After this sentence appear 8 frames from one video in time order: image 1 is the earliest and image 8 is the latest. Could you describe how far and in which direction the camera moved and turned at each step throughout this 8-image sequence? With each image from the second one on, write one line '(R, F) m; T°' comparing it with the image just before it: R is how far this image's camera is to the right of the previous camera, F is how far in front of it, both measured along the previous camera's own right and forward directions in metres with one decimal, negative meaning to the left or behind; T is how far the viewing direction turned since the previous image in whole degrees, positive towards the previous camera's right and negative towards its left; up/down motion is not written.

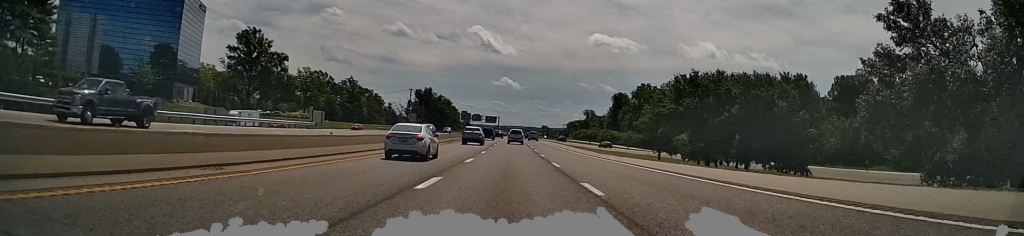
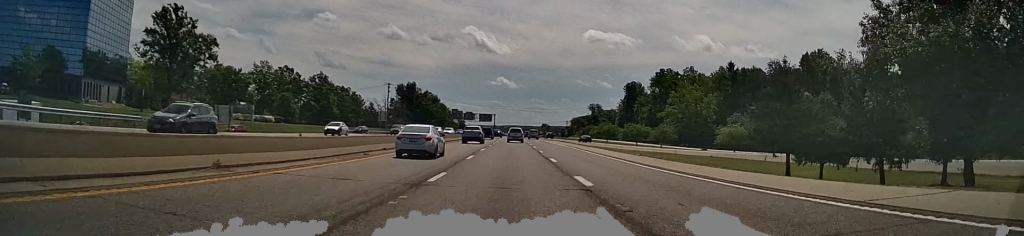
(-0.6, +34.5) m; -2°
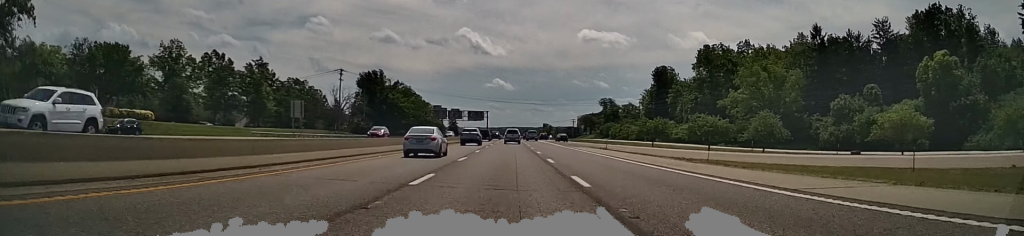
(-0.5, +49.5) m; 0°
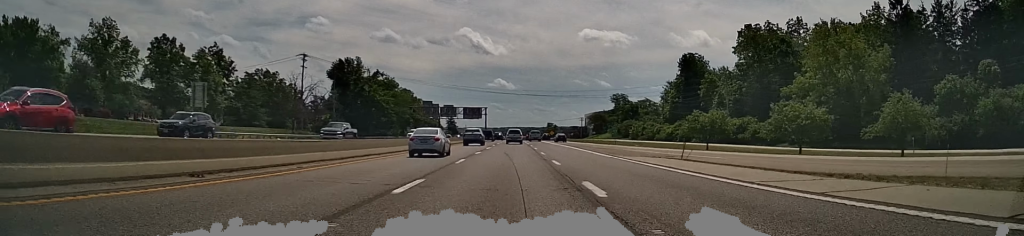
(+0.4, +26.8) m; +1°
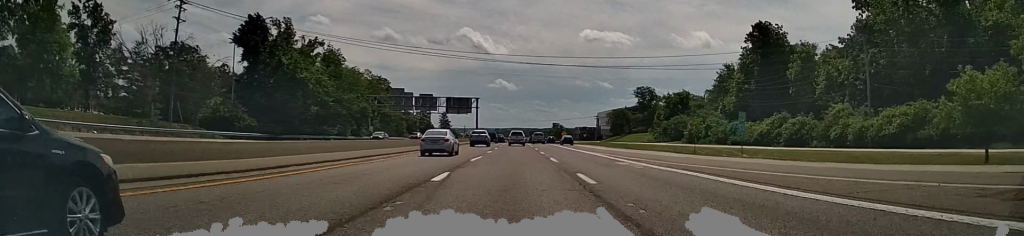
(-0.3, +46.3) m; 0°
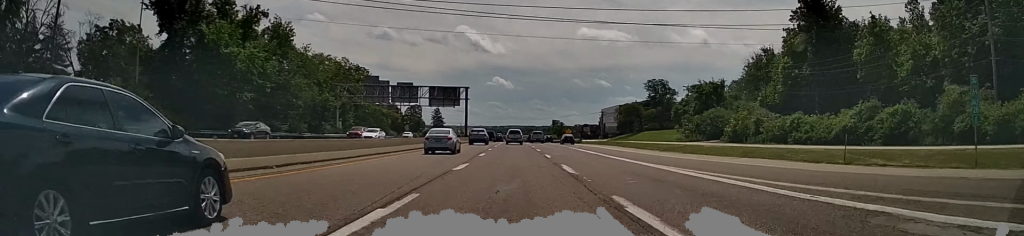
(0.0, +21.5) m; 0°
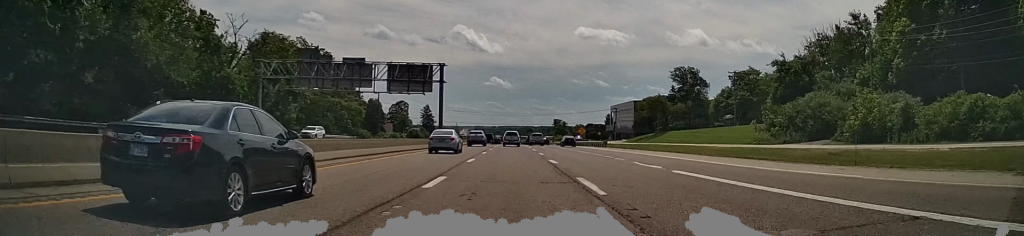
(+0.1, +31.9) m; 0°
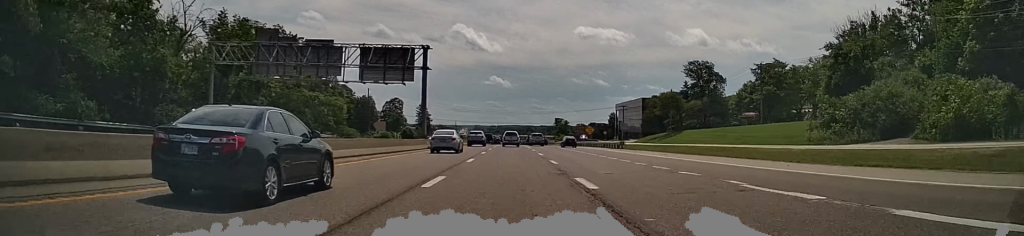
(+0.2, +12.5) m; 0°
